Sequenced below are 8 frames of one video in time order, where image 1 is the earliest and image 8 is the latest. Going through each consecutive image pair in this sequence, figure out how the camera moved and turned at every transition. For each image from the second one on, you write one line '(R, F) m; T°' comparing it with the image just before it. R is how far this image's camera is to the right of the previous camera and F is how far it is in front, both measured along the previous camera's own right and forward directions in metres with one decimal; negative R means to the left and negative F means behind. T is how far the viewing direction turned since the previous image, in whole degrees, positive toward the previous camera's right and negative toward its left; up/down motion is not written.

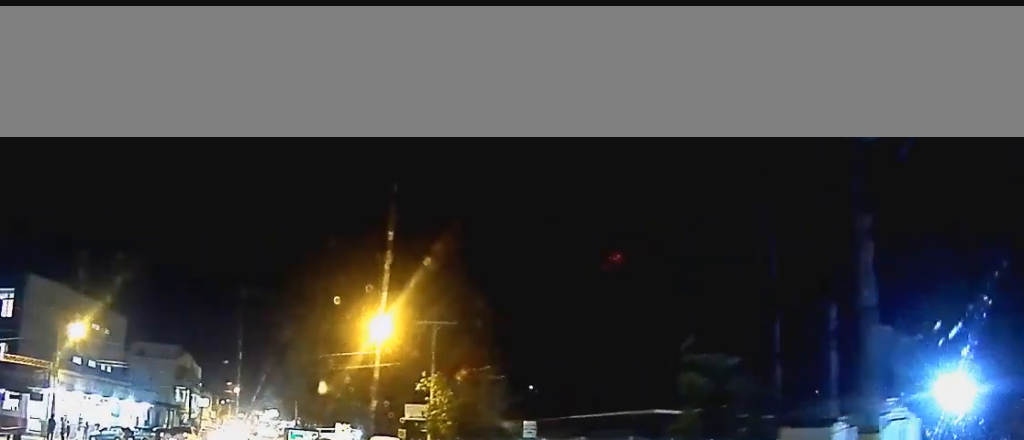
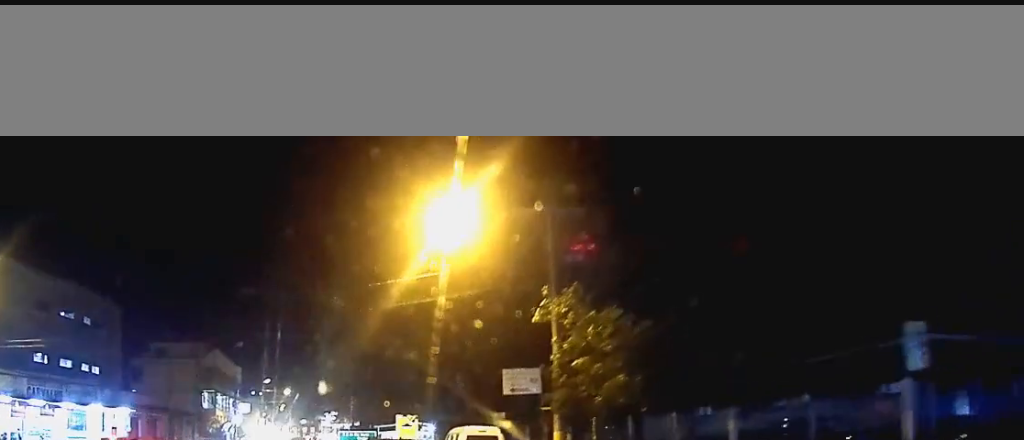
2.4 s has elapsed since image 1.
(-1.5, +20.7) m; -11°
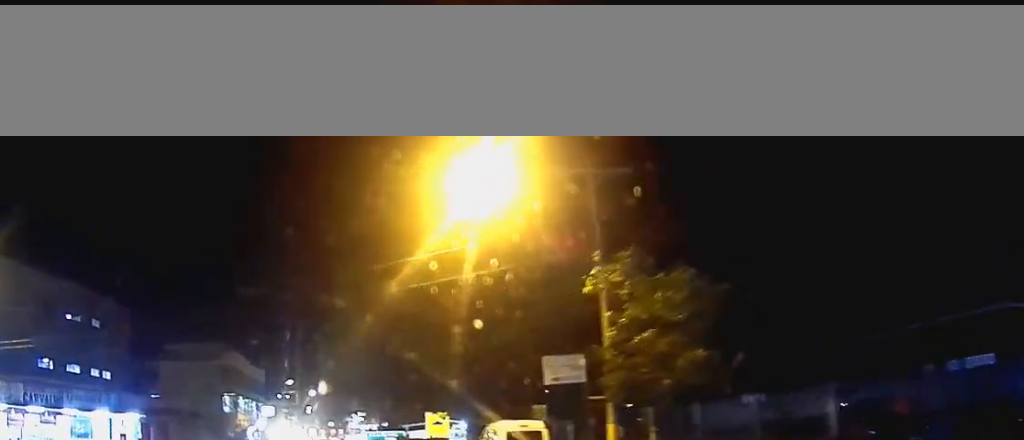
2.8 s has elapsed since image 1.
(-0.2, +3.3) m; -2°
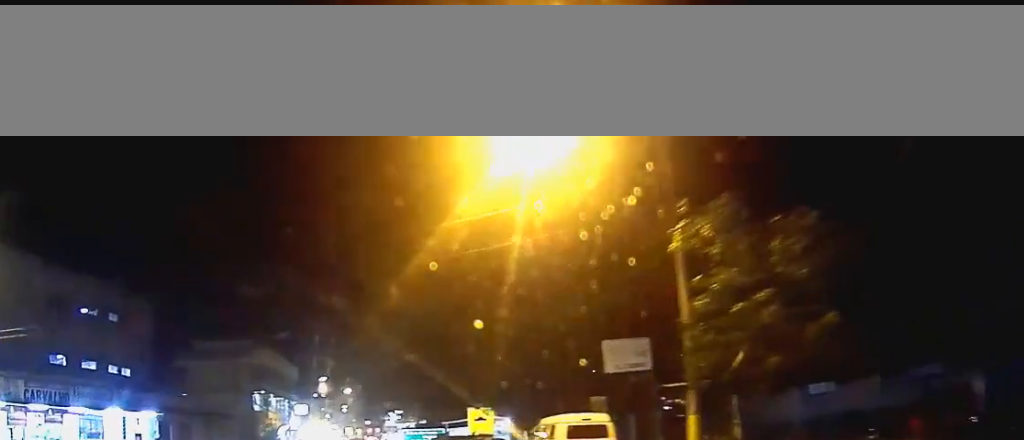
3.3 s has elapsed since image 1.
(-0.1, +3.5) m; -2°
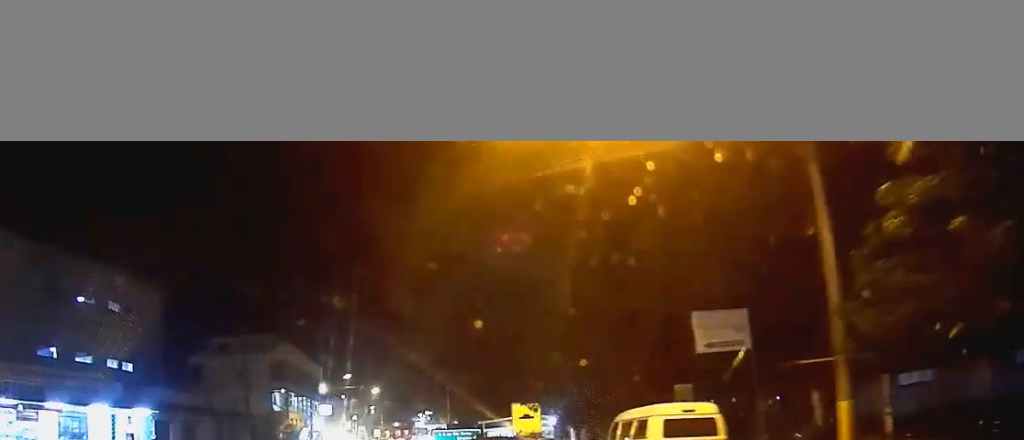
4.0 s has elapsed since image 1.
(-0.1, +5.6) m; -2°
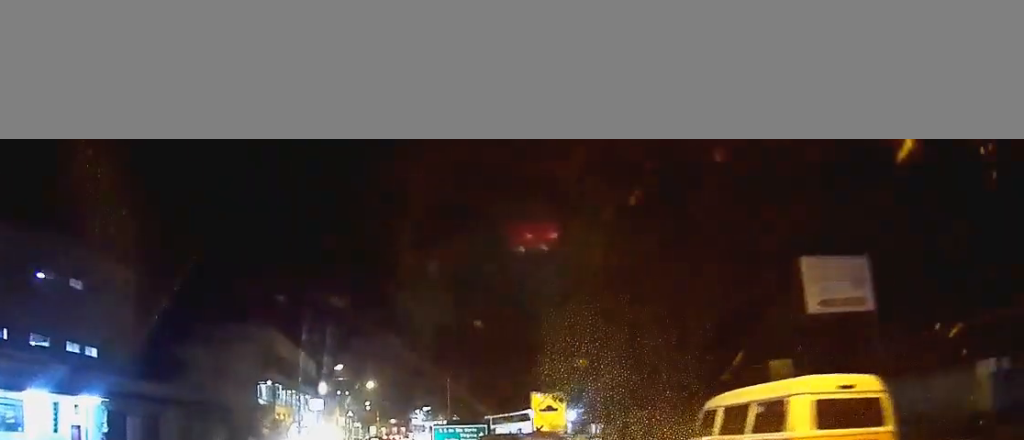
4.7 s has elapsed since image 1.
(-0.1, +6.0) m; -1°
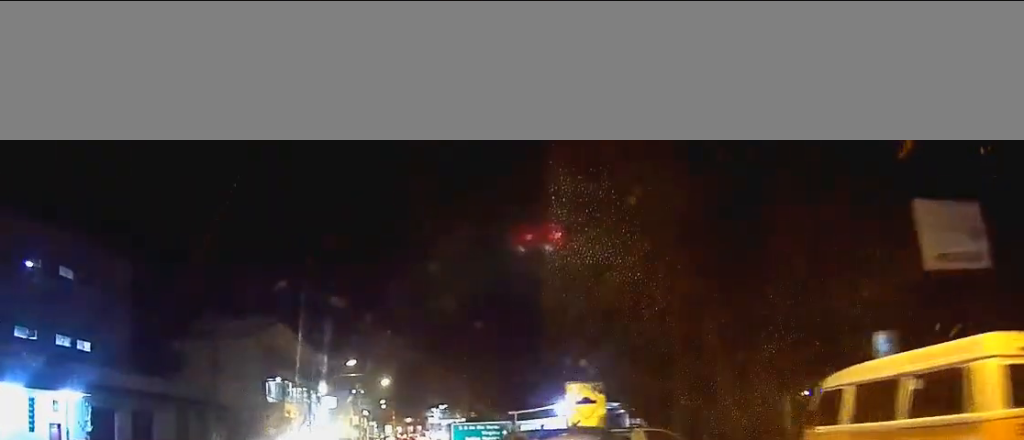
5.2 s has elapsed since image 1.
(-0.1, +3.4) m; 0°
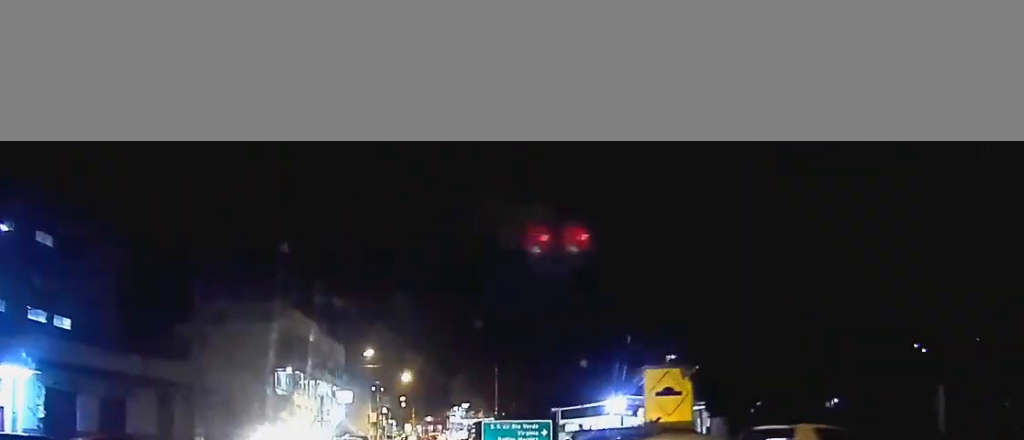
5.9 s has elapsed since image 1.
(+0.2, +5.7) m; +3°
